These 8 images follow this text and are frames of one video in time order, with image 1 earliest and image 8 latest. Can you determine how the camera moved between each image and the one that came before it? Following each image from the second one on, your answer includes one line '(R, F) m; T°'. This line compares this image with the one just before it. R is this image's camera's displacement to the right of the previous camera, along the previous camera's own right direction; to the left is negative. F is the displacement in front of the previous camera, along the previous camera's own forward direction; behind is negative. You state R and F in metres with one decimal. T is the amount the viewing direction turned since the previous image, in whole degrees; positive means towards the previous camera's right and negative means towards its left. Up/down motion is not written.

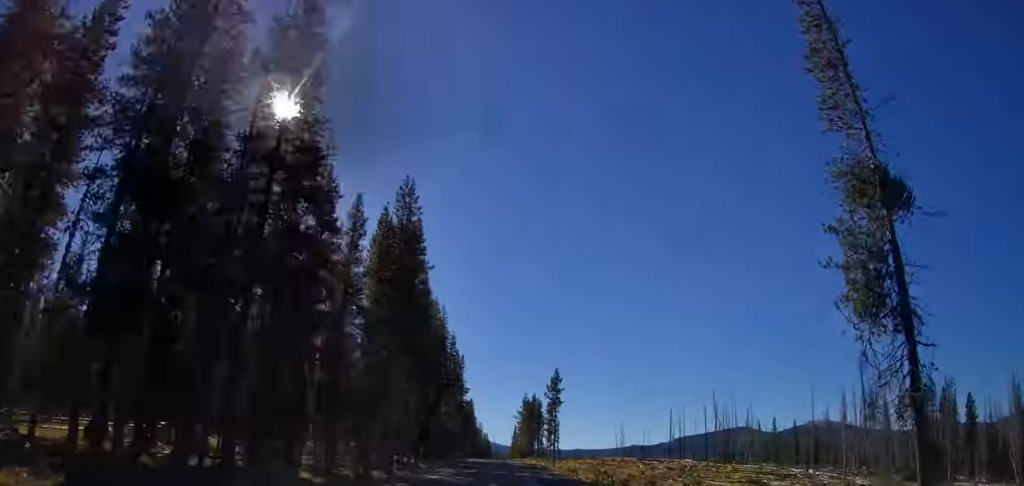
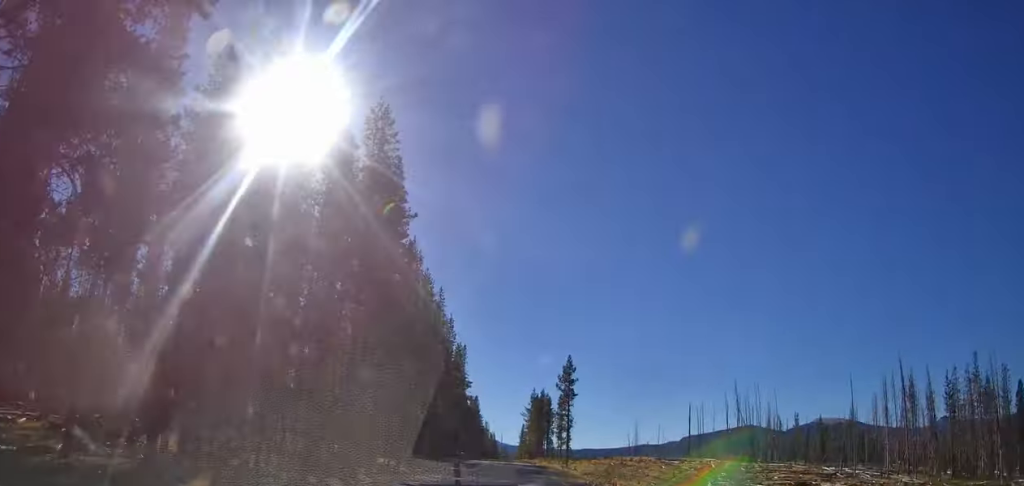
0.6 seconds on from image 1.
(+0.1, +11.5) m; -2°
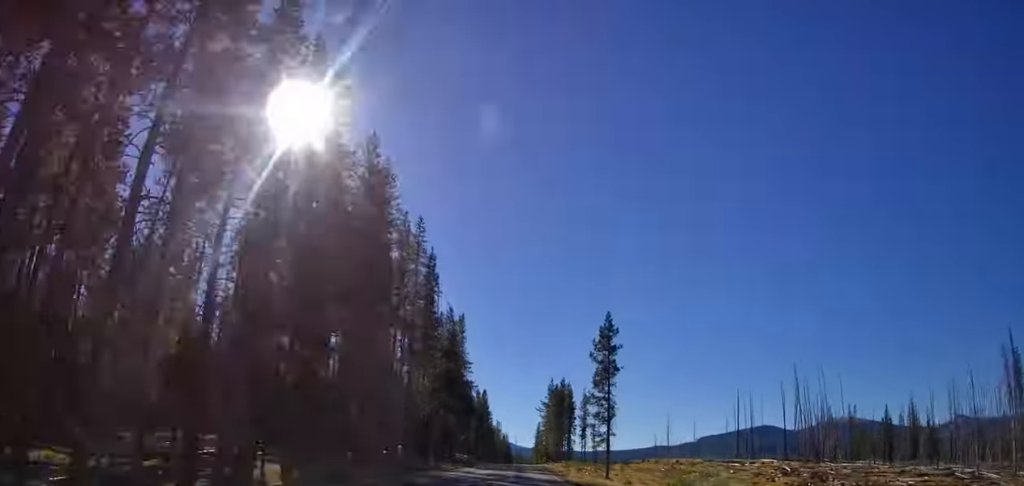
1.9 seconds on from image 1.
(-1.0, +26.1) m; -2°
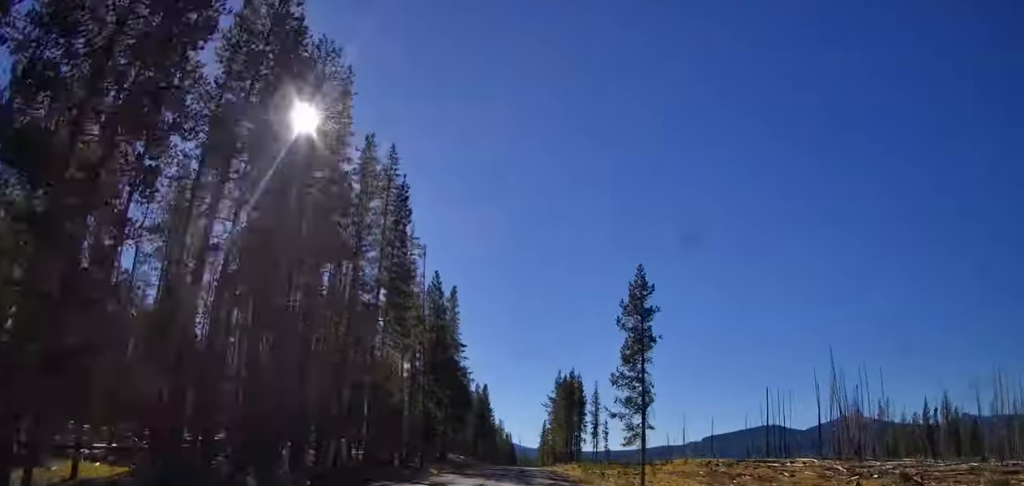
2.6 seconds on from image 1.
(0.0, +14.1) m; 0°
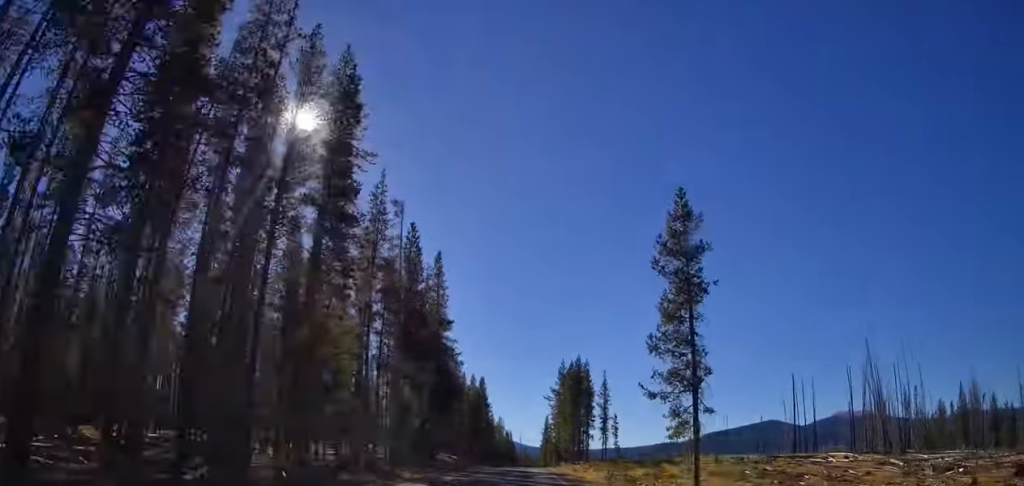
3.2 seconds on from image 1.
(+0.1, +12.0) m; +1°
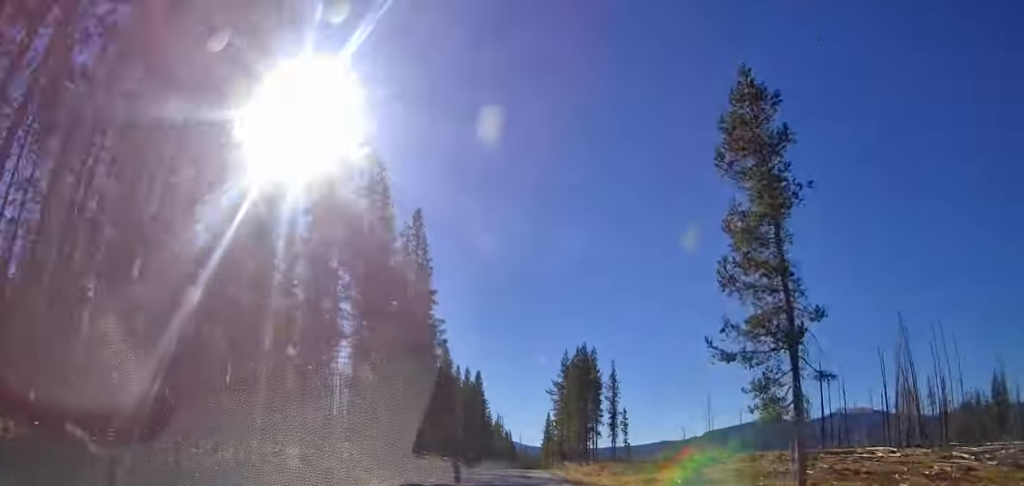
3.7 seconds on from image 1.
(0.0, +10.7) m; +1°
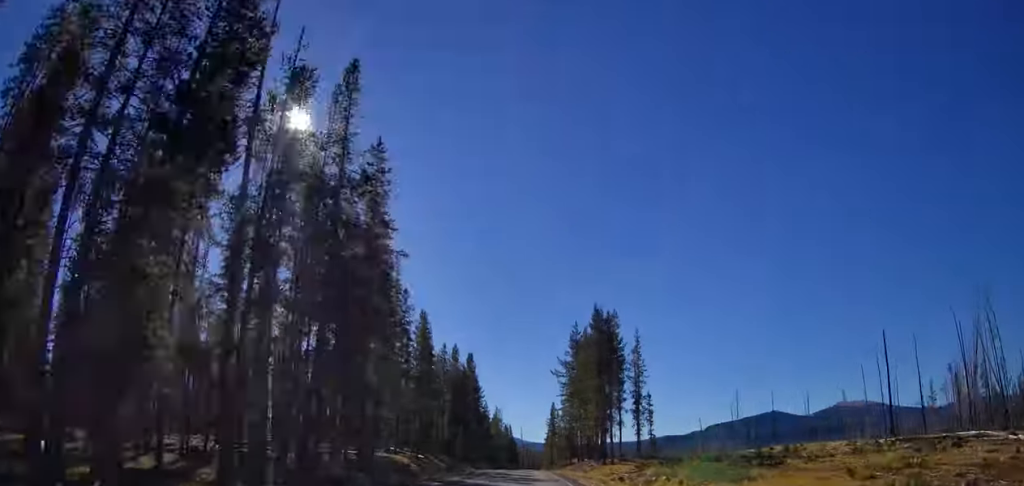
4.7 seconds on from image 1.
(+0.2, +19.3) m; -1°
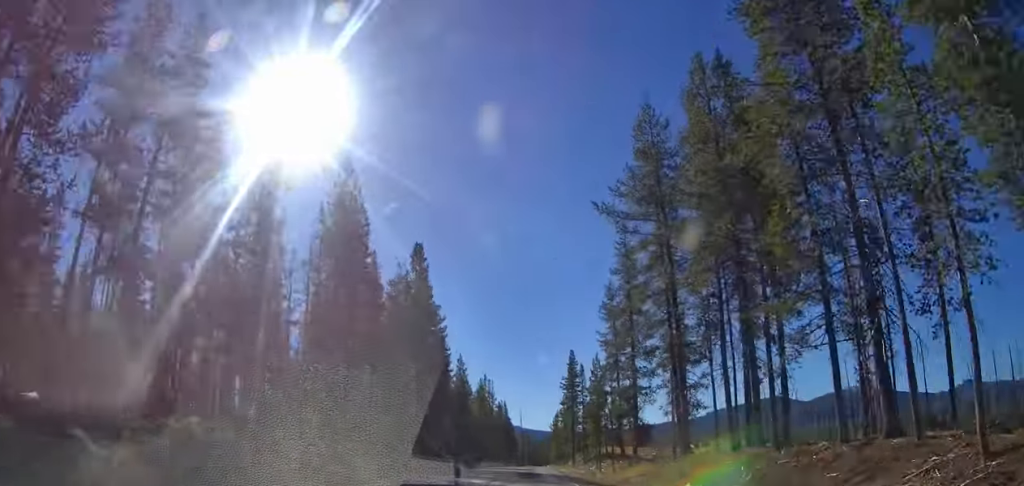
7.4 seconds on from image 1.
(-2.6, +53.5) m; -4°
